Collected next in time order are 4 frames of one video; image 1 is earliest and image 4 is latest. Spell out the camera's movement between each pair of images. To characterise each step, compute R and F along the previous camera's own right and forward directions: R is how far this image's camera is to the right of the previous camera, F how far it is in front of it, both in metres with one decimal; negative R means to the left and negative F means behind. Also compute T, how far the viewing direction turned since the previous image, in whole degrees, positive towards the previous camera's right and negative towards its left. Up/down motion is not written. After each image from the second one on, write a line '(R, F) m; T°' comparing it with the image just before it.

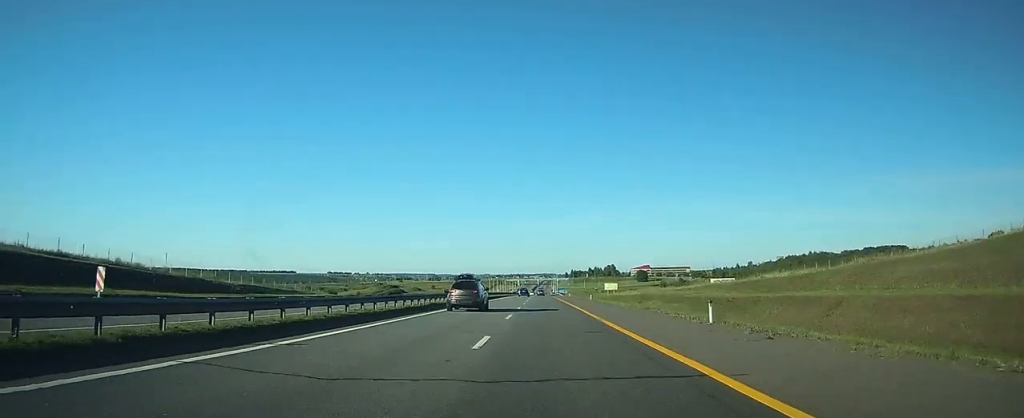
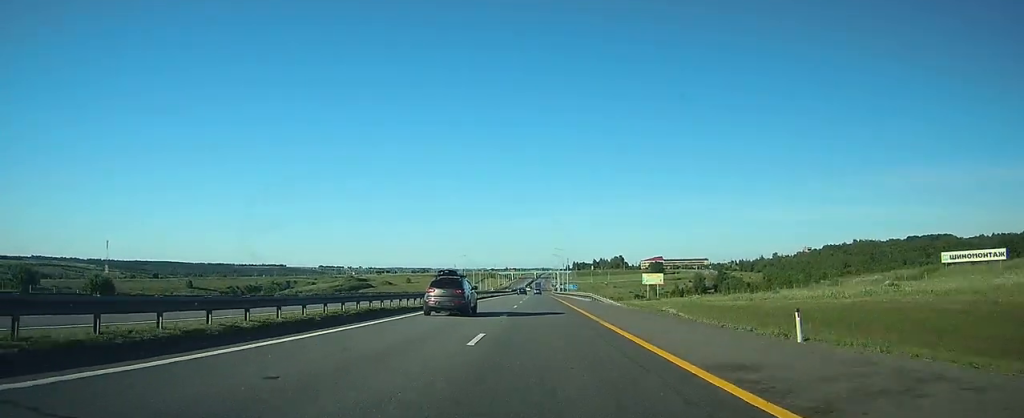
(+0.4, +106.7) m; 0°
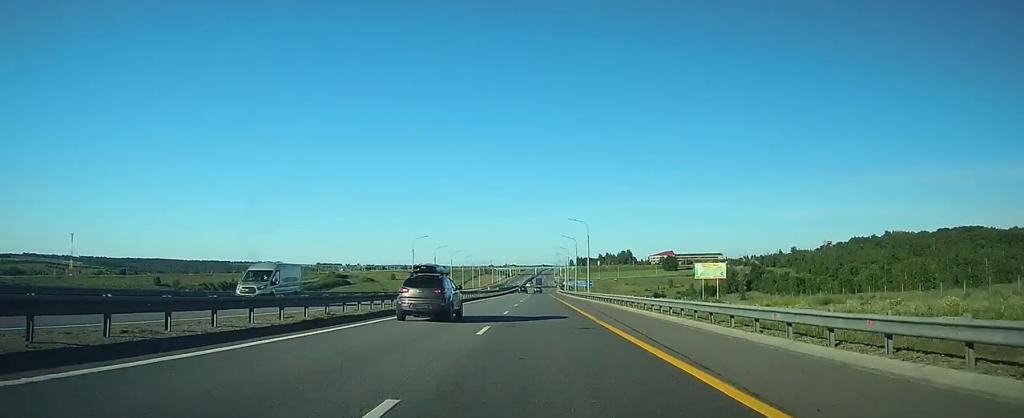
(0.0, +57.0) m; 0°
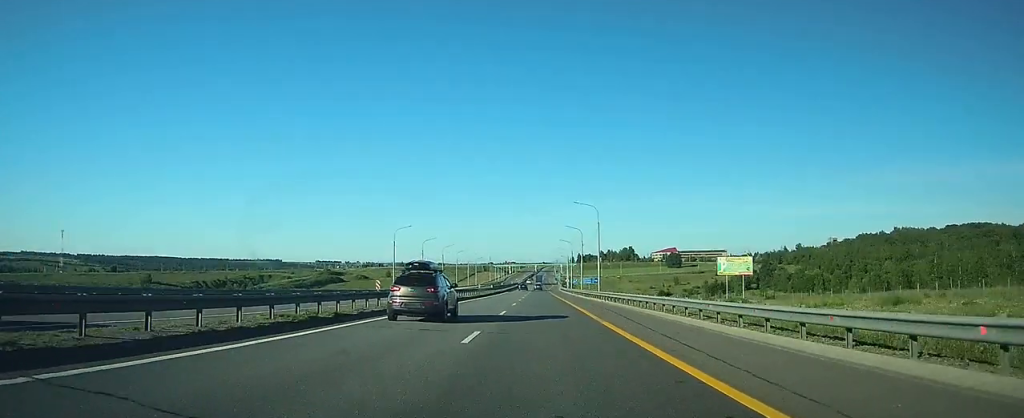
(0.0, +14.6) m; 0°
